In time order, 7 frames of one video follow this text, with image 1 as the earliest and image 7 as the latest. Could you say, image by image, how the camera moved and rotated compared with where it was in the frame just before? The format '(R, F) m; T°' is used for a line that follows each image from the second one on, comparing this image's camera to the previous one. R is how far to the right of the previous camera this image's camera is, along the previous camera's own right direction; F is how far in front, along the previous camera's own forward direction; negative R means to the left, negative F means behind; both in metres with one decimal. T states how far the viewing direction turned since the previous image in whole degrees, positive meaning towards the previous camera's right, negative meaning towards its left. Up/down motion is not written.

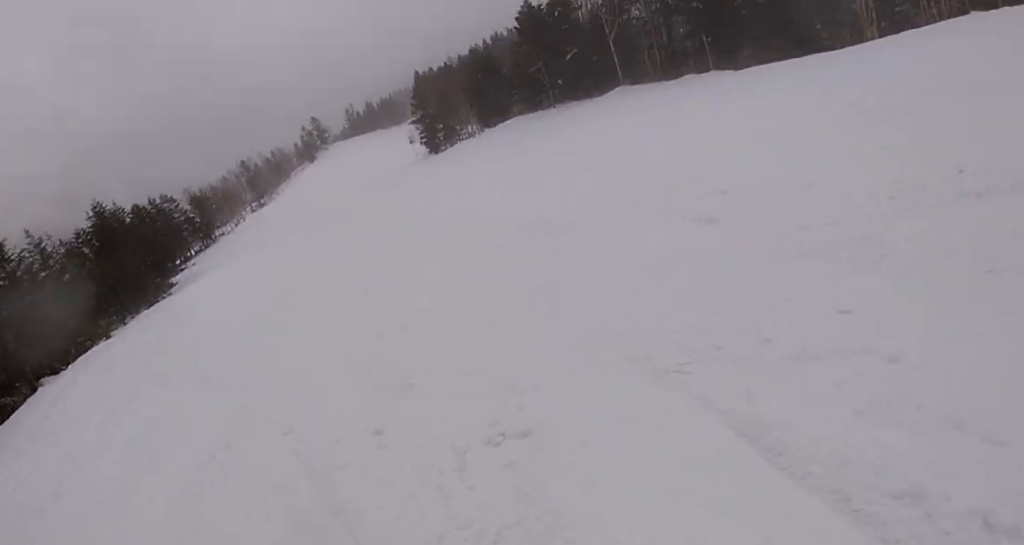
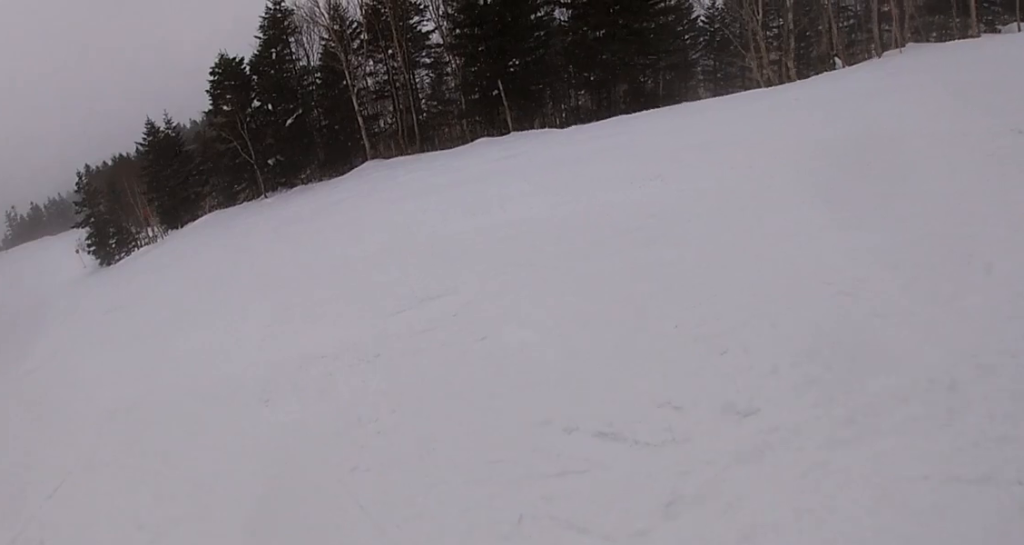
(+4.3, +11.8) m; +23°
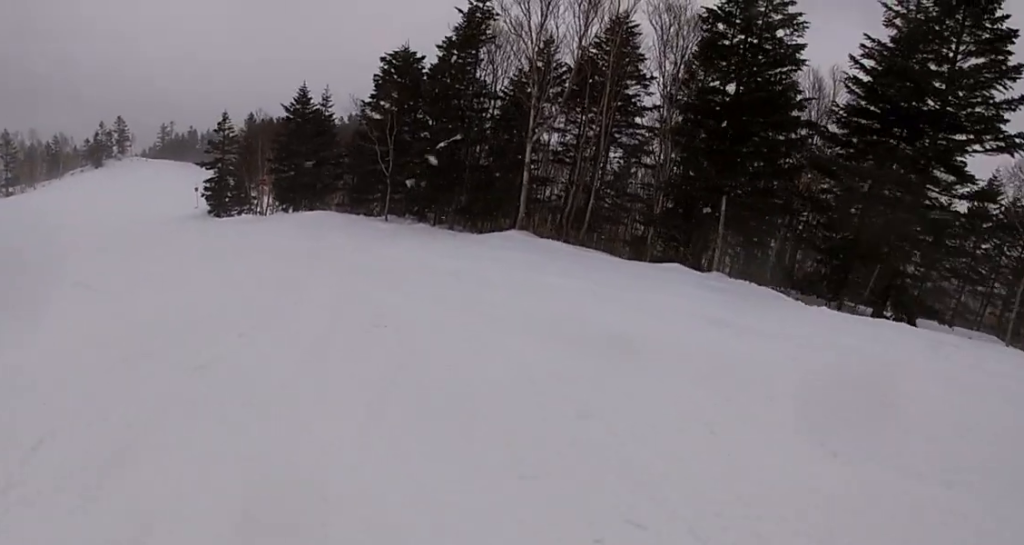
(0.0, +5.8) m; -10°
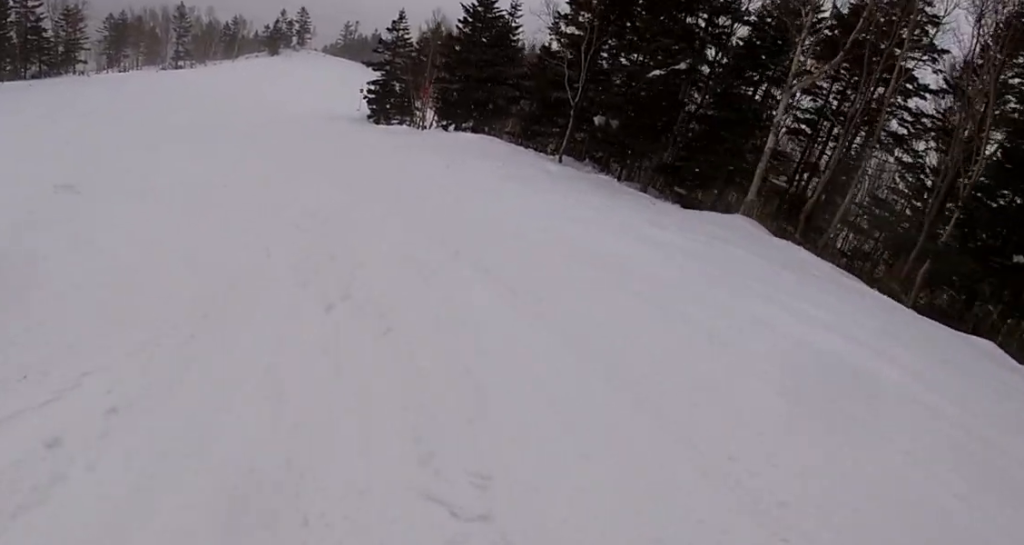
(-0.9, +4.9) m; -17°
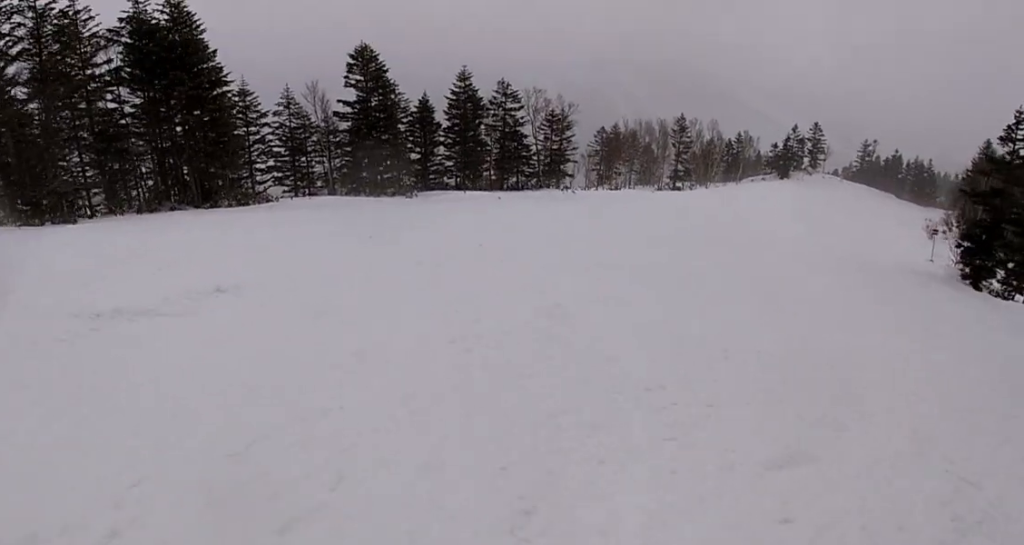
(-6.7, +12.9) m; -43°
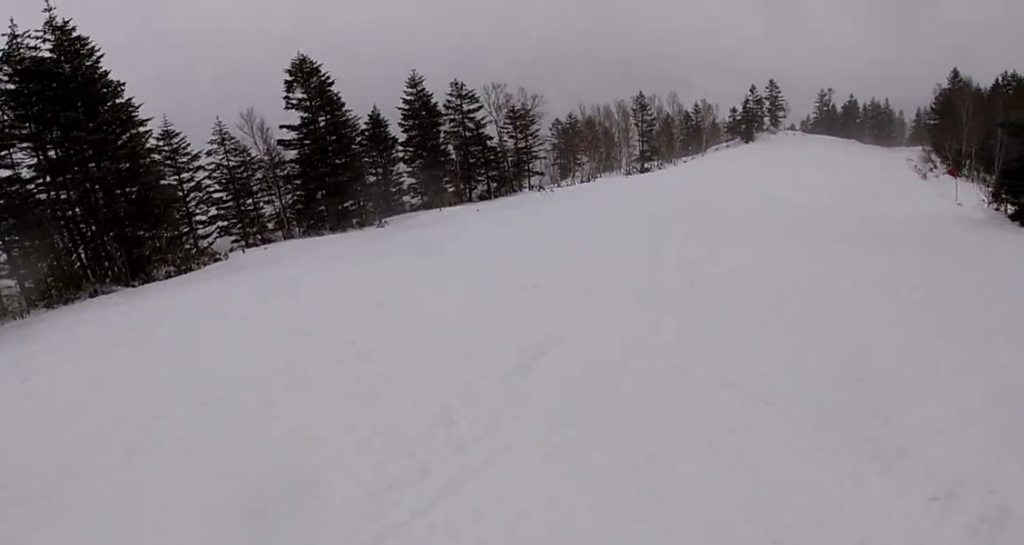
(-0.4, +5.8) m; +2°
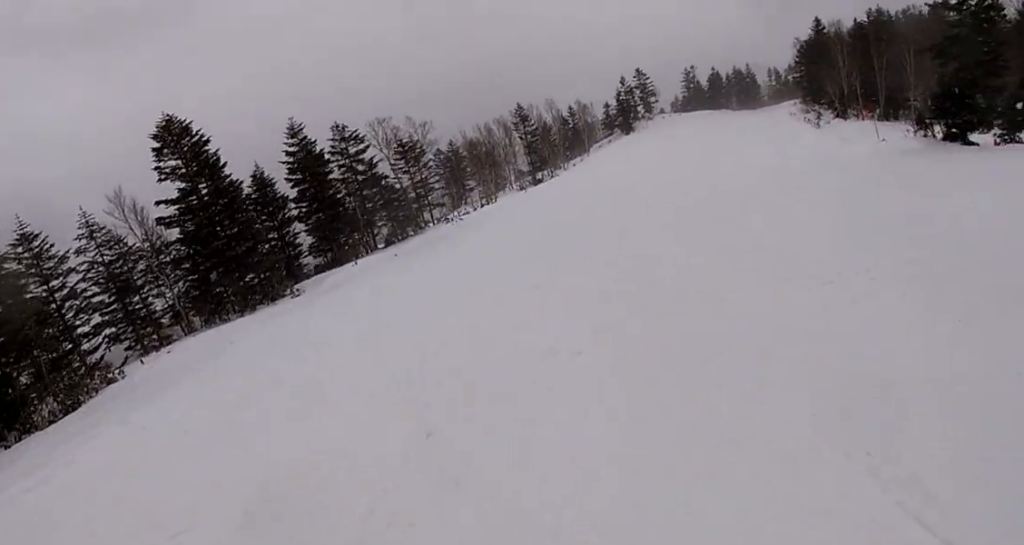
(-0.2, +4.6) m; +11°
